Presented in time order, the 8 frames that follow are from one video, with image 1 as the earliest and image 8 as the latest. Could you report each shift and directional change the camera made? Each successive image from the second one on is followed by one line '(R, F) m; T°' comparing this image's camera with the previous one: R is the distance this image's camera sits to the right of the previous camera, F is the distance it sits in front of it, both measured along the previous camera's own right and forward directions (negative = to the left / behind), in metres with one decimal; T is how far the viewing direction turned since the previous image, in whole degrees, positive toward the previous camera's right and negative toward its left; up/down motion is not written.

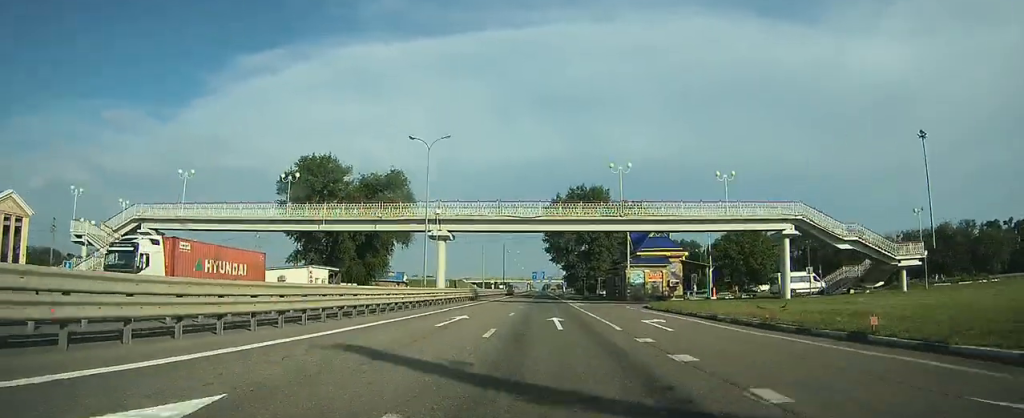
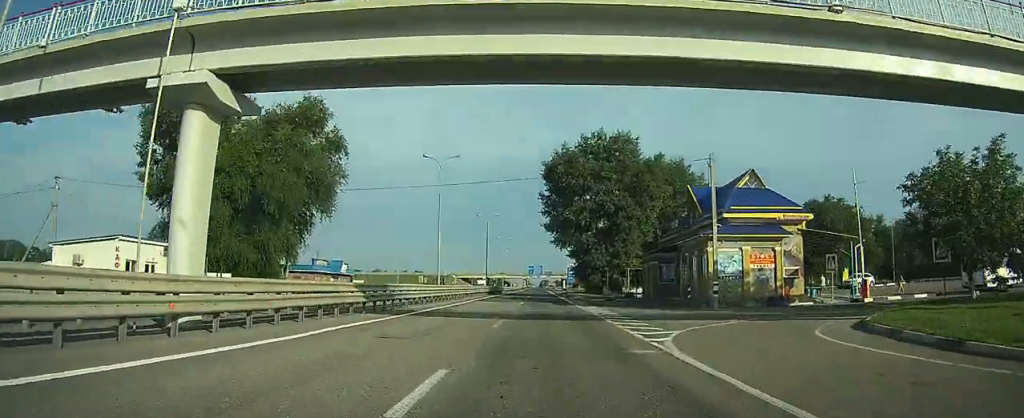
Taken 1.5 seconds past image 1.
(-0.2, +27.1) m; 0°
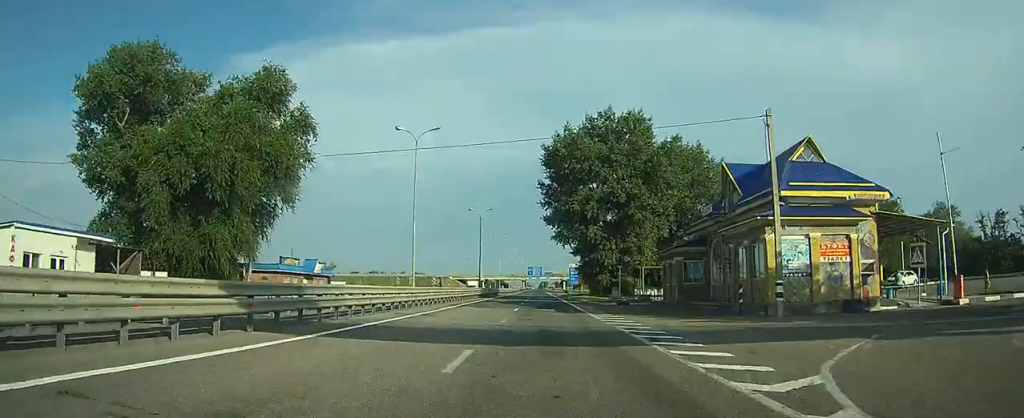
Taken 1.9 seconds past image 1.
(0.0, +7.7) m; 0°
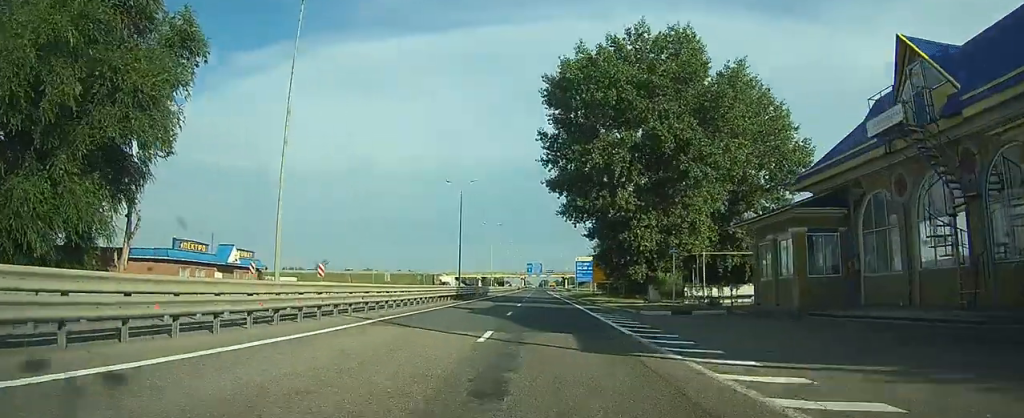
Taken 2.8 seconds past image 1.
(0.0, +19.3) m; 0°
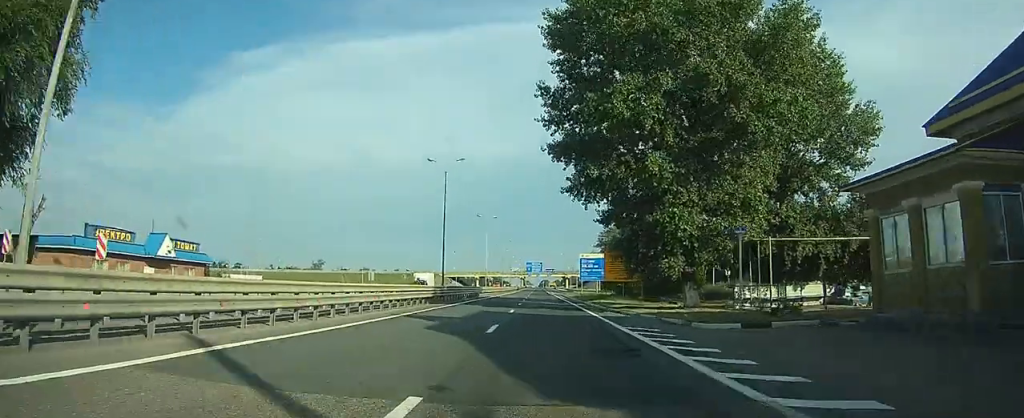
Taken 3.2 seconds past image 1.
(0.0, +10.4) m; 0°
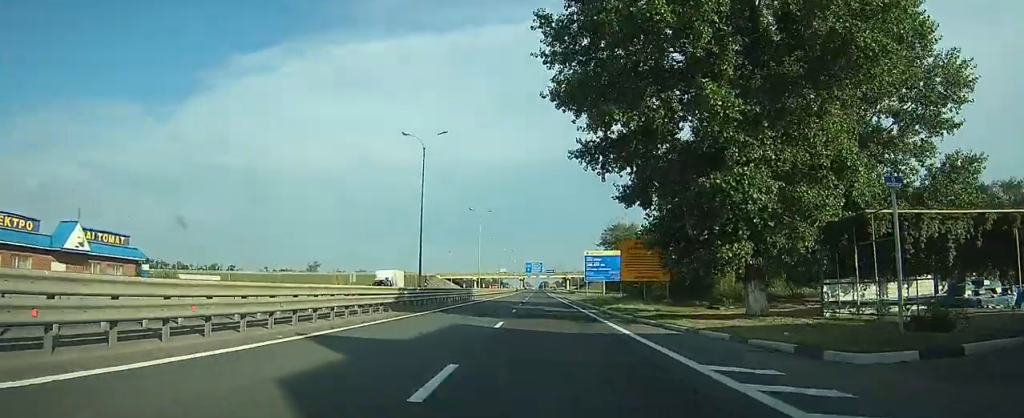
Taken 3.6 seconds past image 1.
(0.0, +10.6) m; 0°
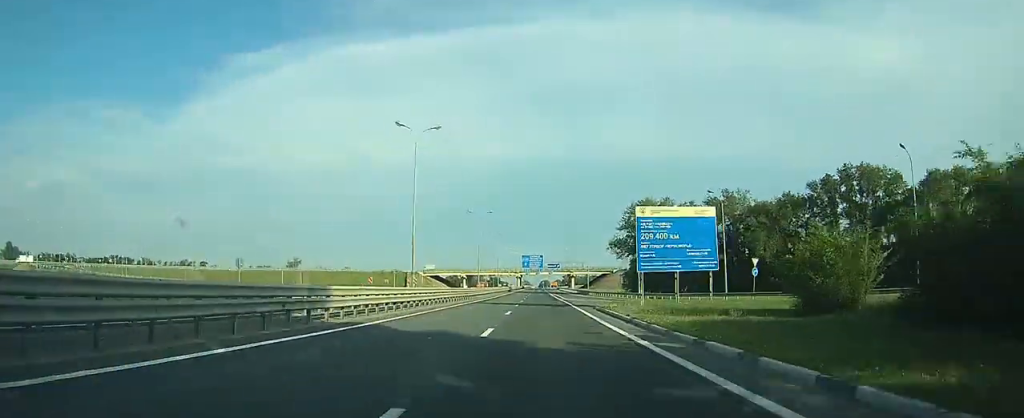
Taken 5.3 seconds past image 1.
(0.0, +46.6) m; 0°
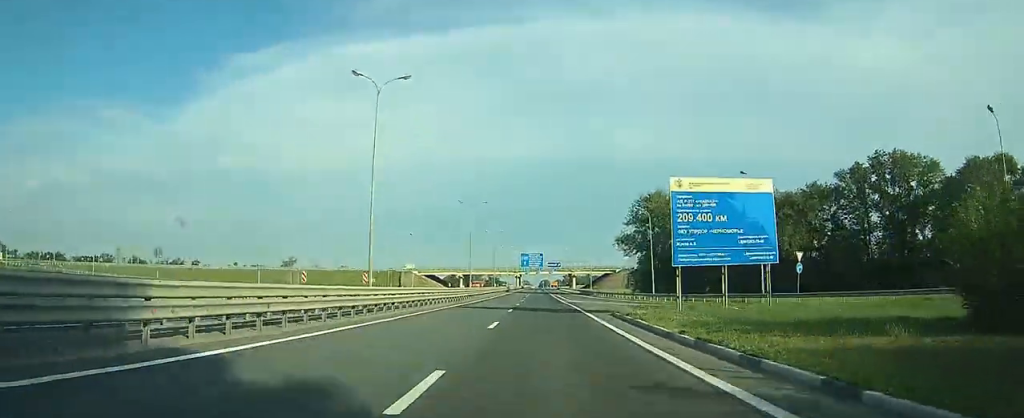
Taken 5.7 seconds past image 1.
(0.0, +10.3) m; 0°
